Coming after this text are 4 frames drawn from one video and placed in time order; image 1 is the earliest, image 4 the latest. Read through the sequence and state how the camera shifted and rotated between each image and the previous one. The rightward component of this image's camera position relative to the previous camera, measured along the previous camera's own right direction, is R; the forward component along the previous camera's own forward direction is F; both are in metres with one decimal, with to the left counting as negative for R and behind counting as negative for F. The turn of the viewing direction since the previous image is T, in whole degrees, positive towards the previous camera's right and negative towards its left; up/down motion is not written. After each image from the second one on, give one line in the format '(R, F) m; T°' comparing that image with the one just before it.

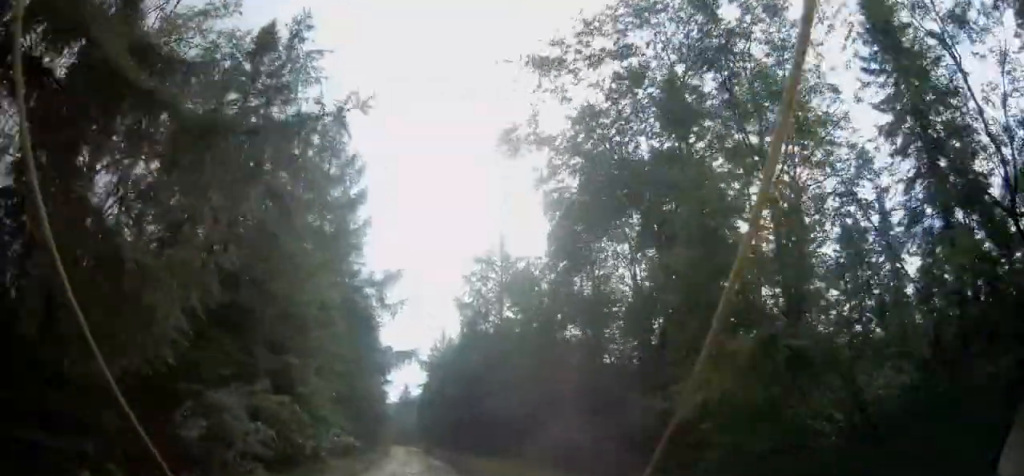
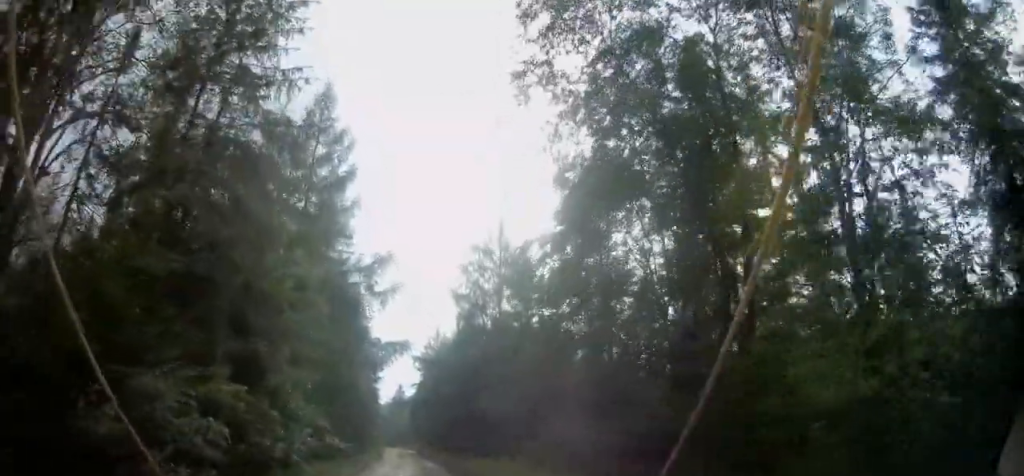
(+0.1, +2.6) m; -2°
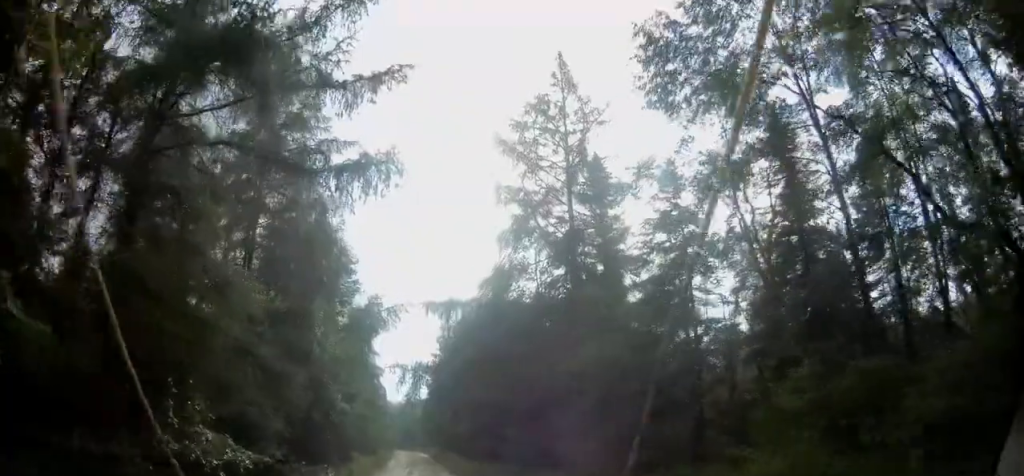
(-0.6, +15.7) m; -1°
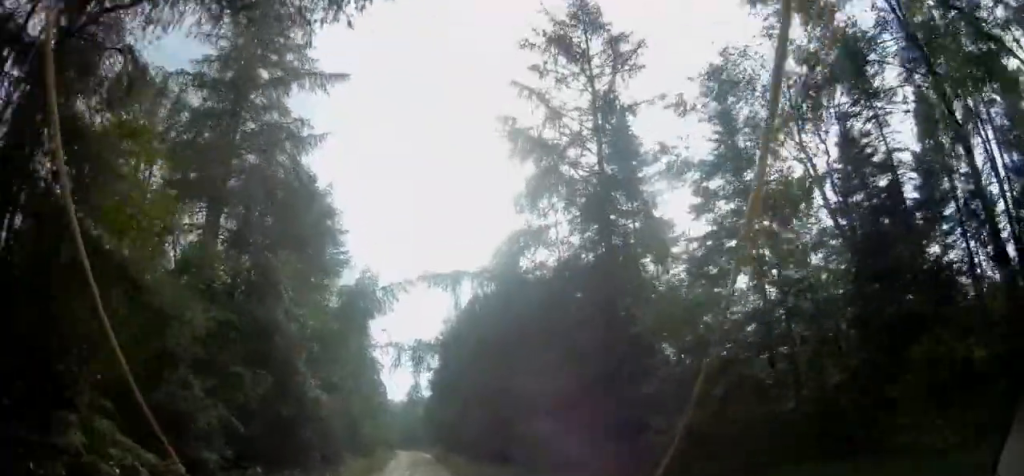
(0.0, +3.7) m; 0°
